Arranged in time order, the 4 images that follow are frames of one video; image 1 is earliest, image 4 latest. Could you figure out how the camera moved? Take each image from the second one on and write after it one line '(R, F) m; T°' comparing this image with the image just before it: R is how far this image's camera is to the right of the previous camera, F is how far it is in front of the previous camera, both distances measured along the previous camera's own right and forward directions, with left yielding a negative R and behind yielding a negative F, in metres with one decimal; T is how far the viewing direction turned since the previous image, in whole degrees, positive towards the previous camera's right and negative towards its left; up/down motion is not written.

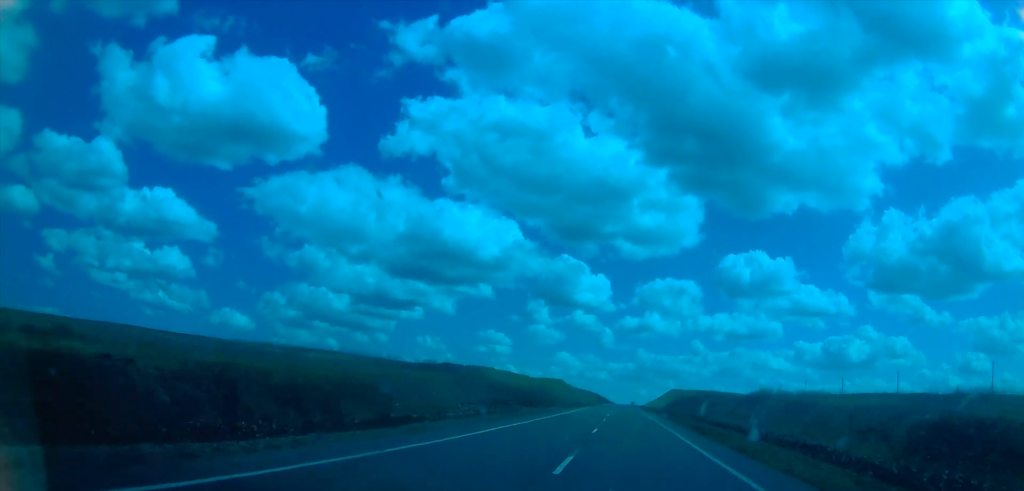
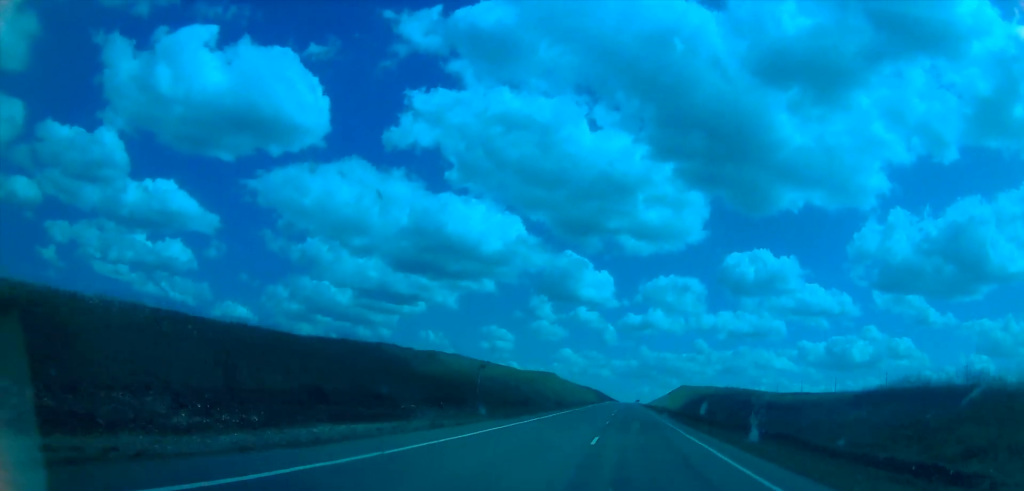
(0.0, +43.1) m; 0°
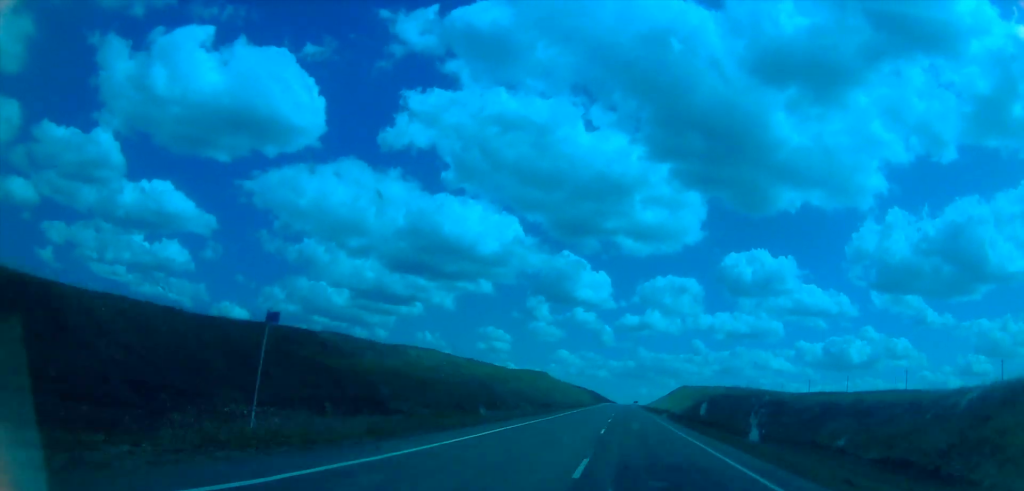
(0.0, +18.2) m; 0°
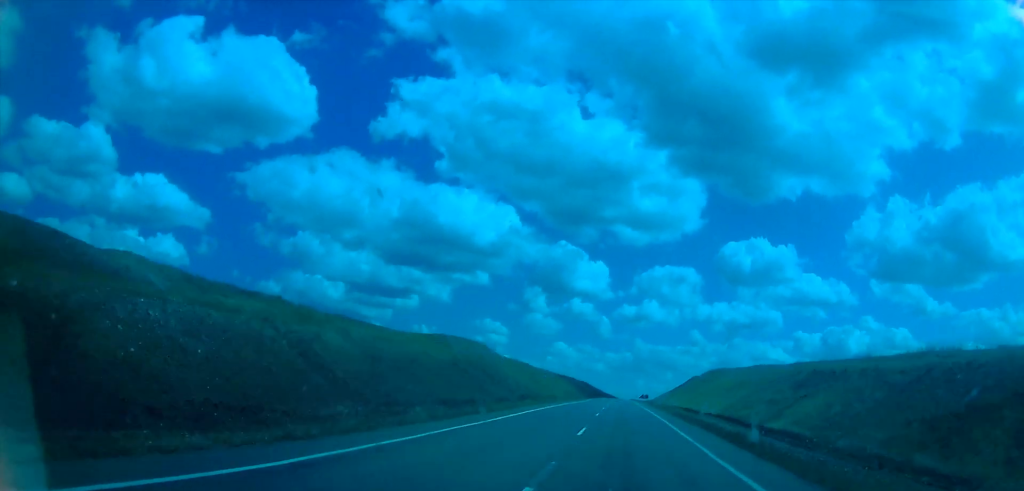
(+0.1, +97.7) m; 0°
